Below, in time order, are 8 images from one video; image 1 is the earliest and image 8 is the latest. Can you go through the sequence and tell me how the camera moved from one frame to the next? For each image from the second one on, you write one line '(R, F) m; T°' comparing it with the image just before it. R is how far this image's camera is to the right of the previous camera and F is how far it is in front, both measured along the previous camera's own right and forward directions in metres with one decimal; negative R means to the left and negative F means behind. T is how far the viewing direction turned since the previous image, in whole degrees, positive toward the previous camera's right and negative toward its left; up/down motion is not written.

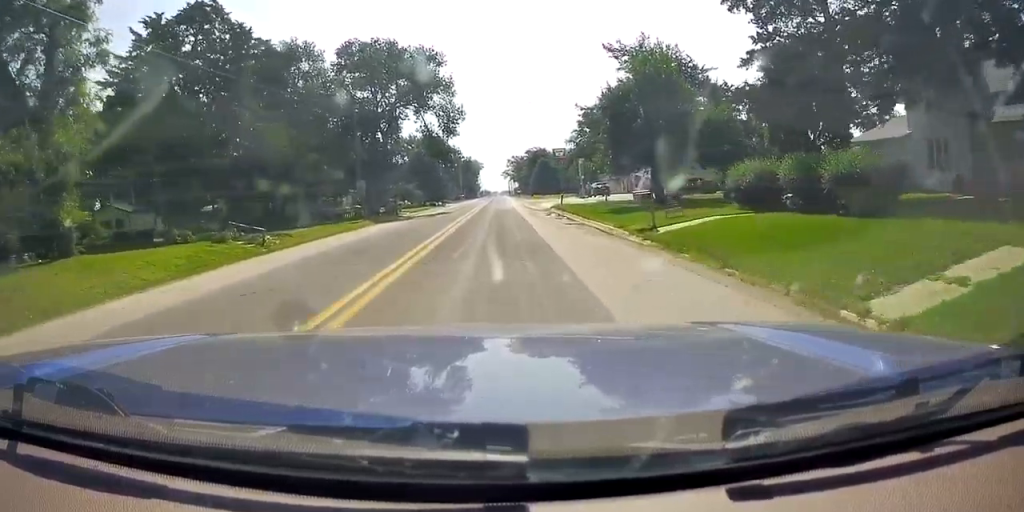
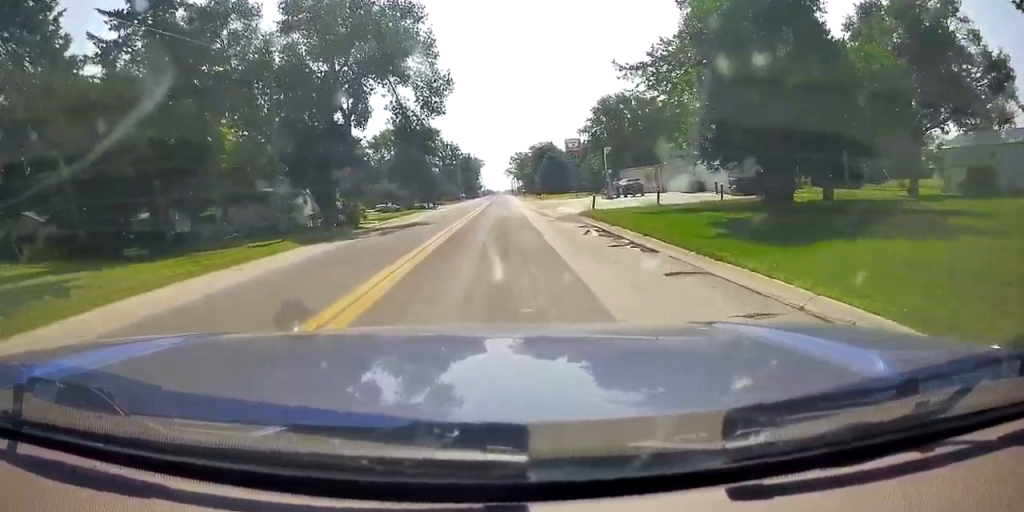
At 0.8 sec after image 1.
(+0.3, +16.3) m; 0°
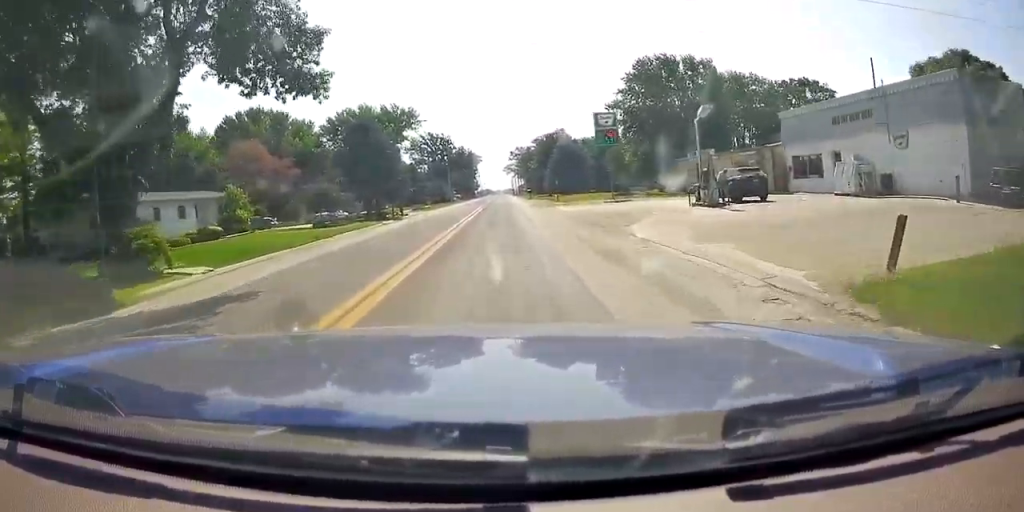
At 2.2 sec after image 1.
(-0.3, +26.7) m; -2°
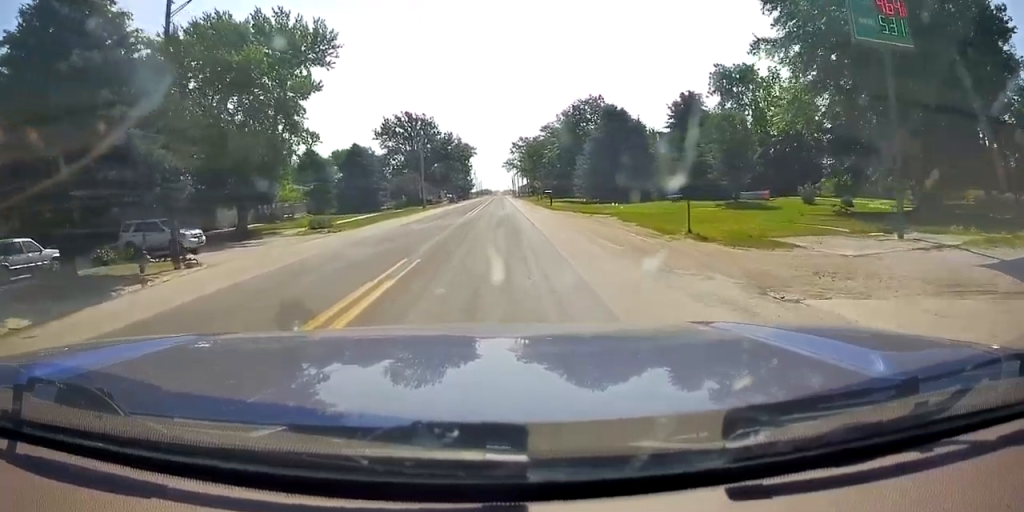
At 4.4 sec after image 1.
(0.0, +40.8) m; 0°
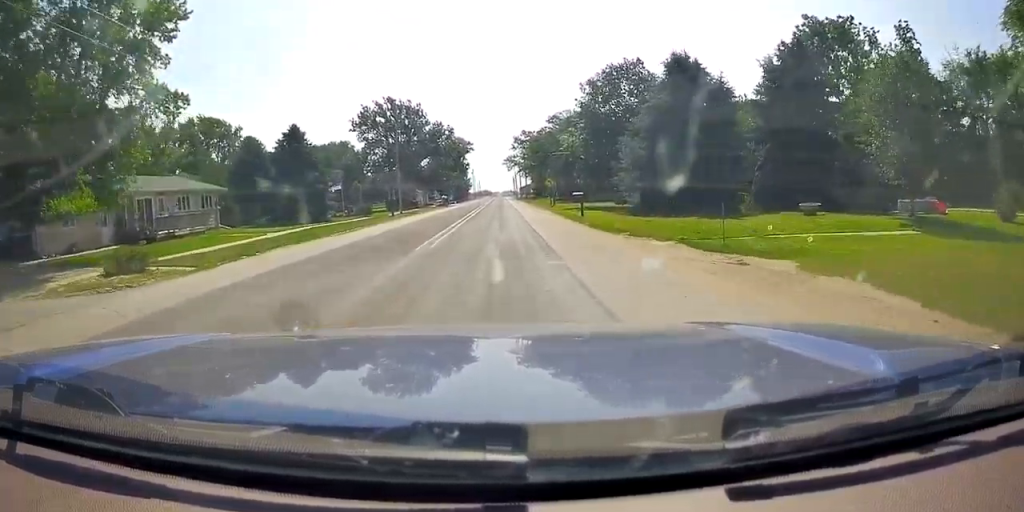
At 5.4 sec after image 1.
(+0.1, +19.8) m; +1°
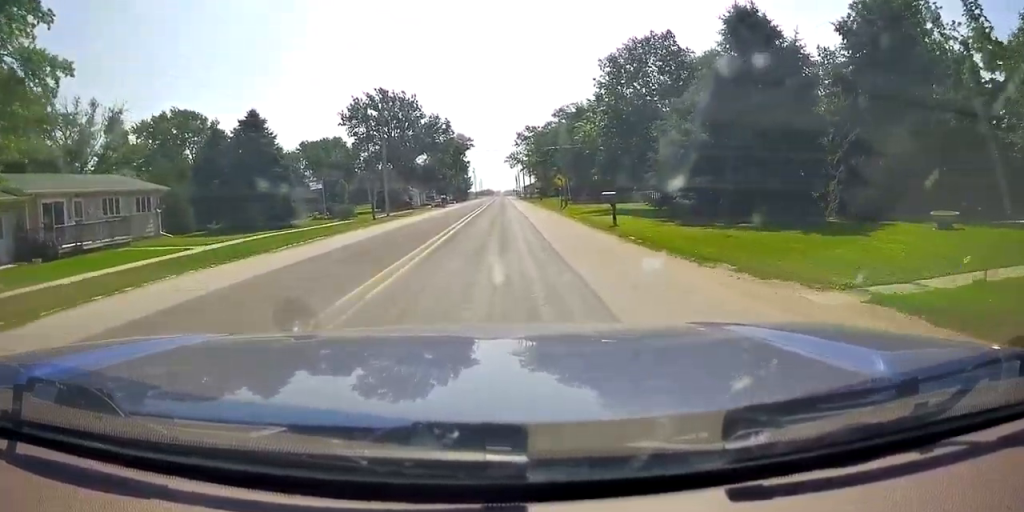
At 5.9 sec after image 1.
(+0.3, +8.4) m; 0°
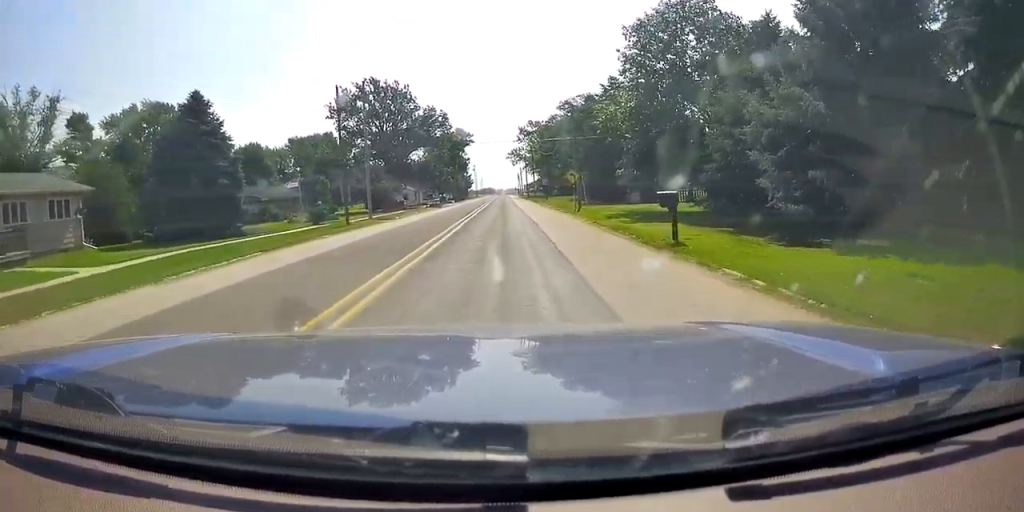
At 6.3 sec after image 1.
(+0.2, +7.8) m; 0°
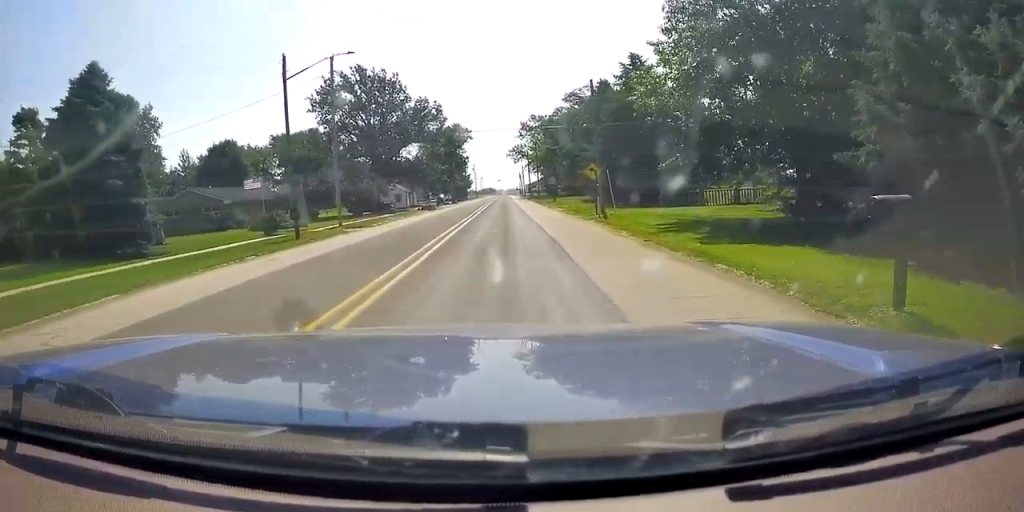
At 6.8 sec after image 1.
(-0.3, +9.5) m; -1°
